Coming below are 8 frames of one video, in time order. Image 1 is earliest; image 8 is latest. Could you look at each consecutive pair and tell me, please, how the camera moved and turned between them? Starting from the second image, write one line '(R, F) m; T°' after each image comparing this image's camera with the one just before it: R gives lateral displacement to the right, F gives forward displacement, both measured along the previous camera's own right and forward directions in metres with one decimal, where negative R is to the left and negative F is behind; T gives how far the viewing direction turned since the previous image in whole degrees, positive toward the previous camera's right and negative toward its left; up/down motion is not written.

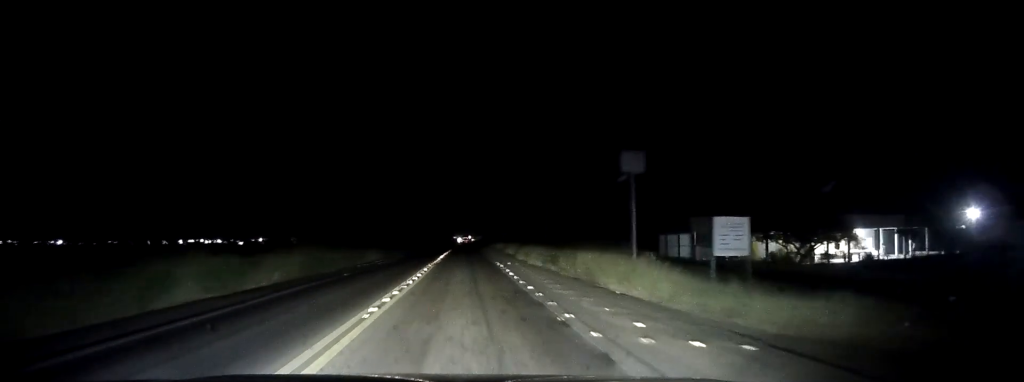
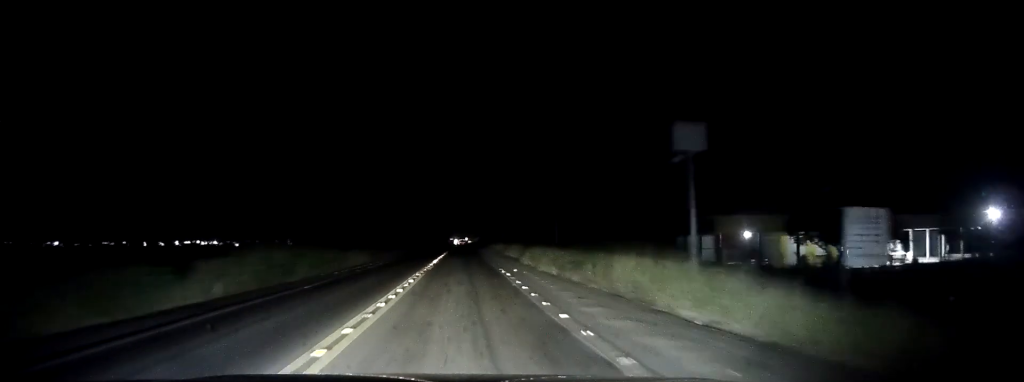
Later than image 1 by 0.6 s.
(+0.1, +6.9) m; 0°
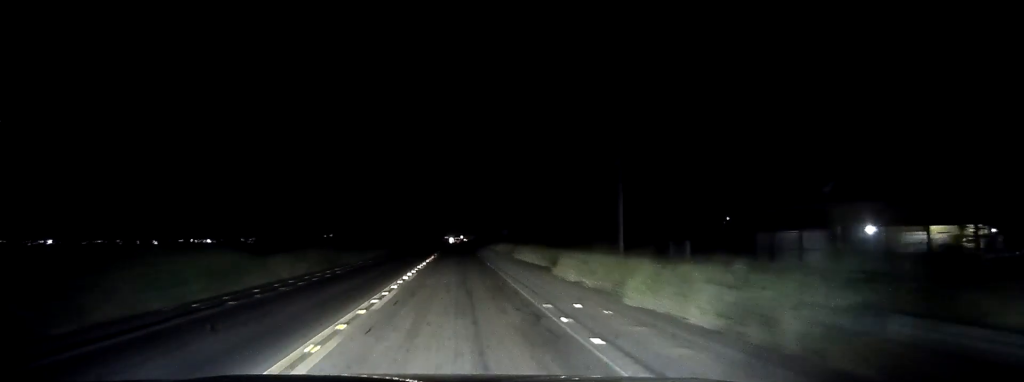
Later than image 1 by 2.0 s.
(0.0, +18.9) m; 0°
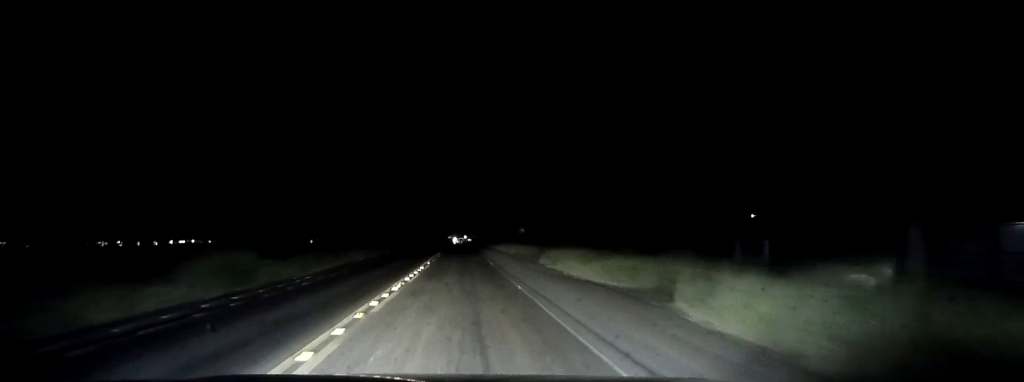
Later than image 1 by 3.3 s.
(+0.1, +16.8) m; 0°
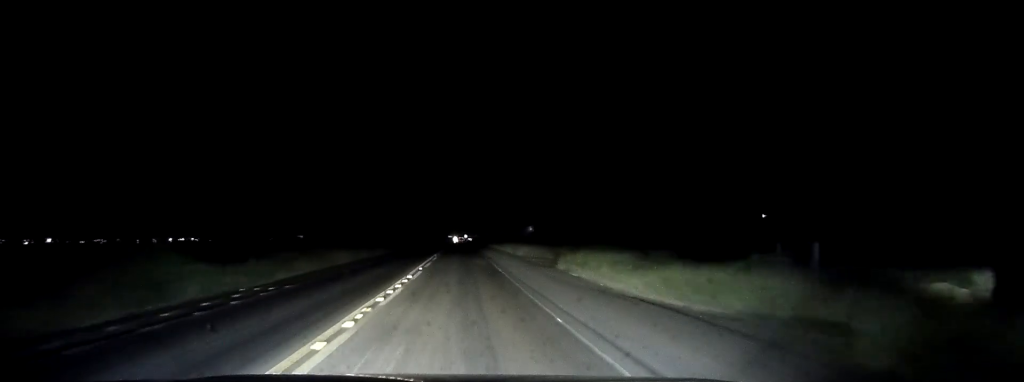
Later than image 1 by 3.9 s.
(-0.1, +7.4) m; 0°
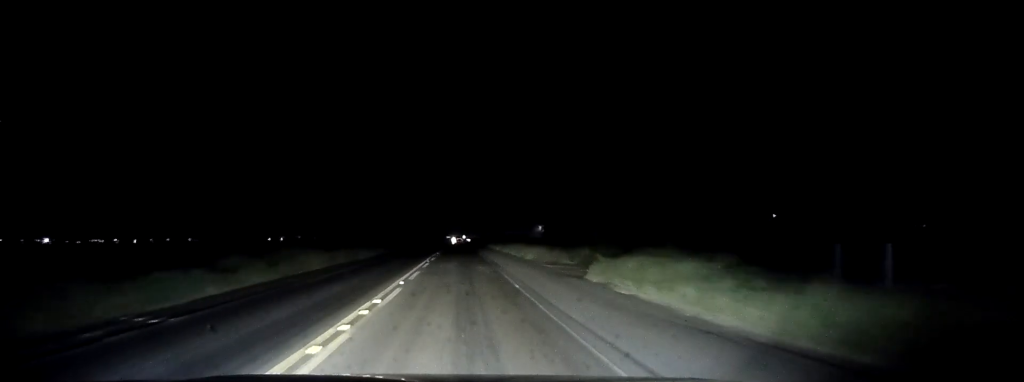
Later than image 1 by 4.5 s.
(0.0, +8.5) m; 0°
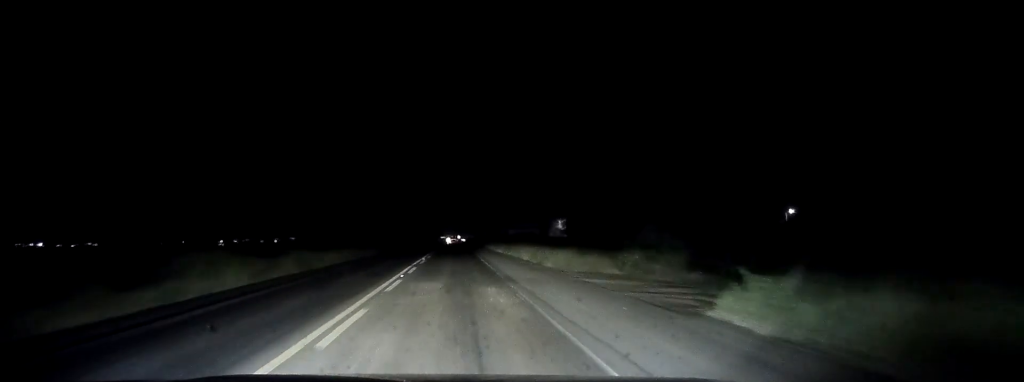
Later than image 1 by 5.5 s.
(0.0, +13.4) m; 0°
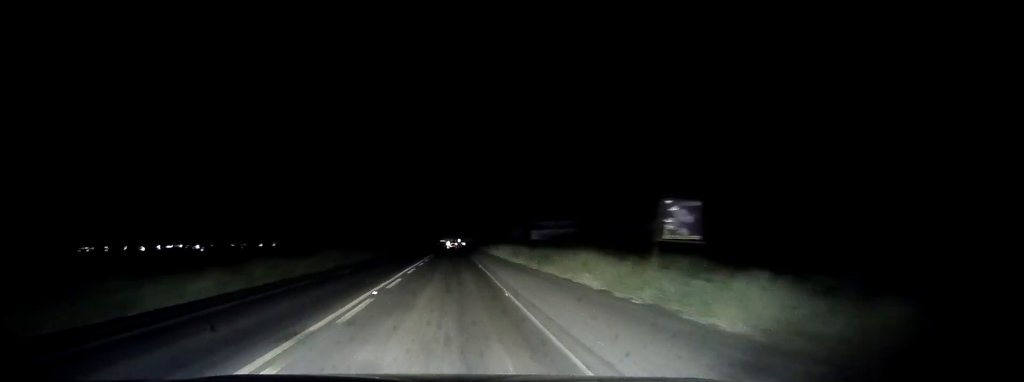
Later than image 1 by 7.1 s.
(0.0, +22.0) m; 0°
